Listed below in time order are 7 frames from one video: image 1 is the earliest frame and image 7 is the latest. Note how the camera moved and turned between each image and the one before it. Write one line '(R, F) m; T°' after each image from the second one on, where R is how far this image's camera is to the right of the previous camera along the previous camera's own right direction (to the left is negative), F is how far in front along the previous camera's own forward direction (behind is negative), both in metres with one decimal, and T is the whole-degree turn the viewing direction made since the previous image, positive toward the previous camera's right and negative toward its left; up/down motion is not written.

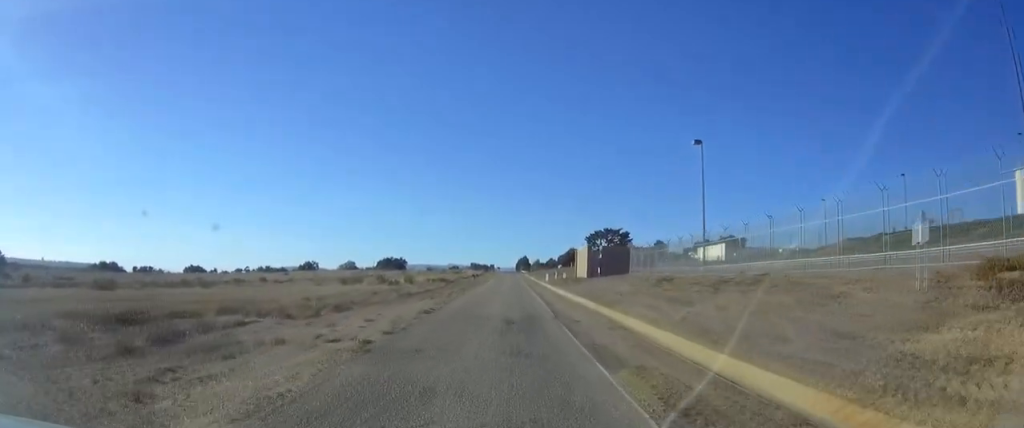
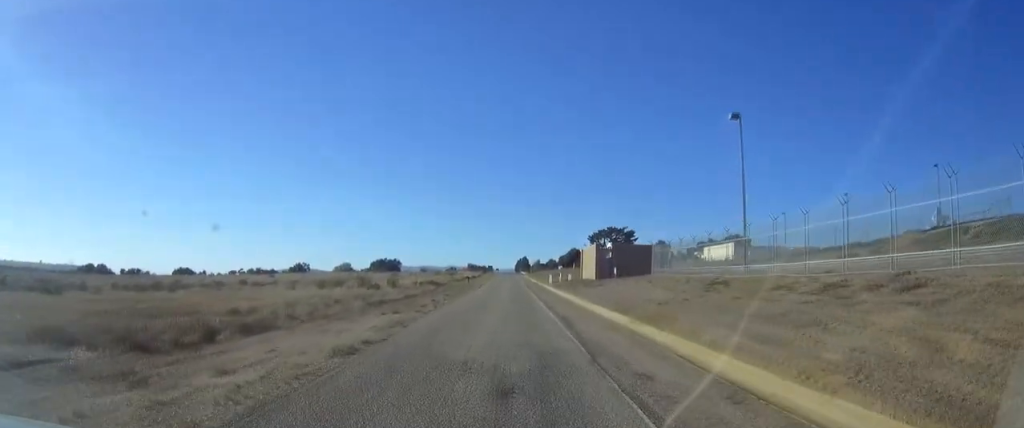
(0.0, +10.0) m; 0°
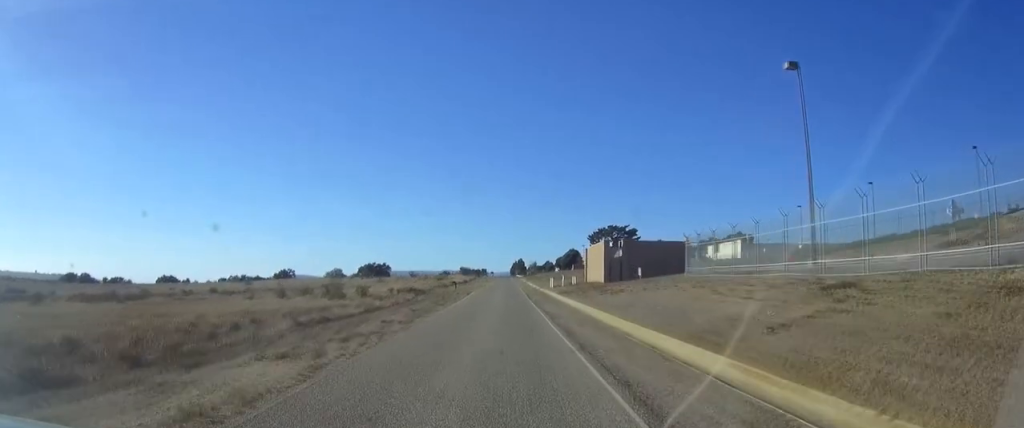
(0.0, +11.5) m; 0°
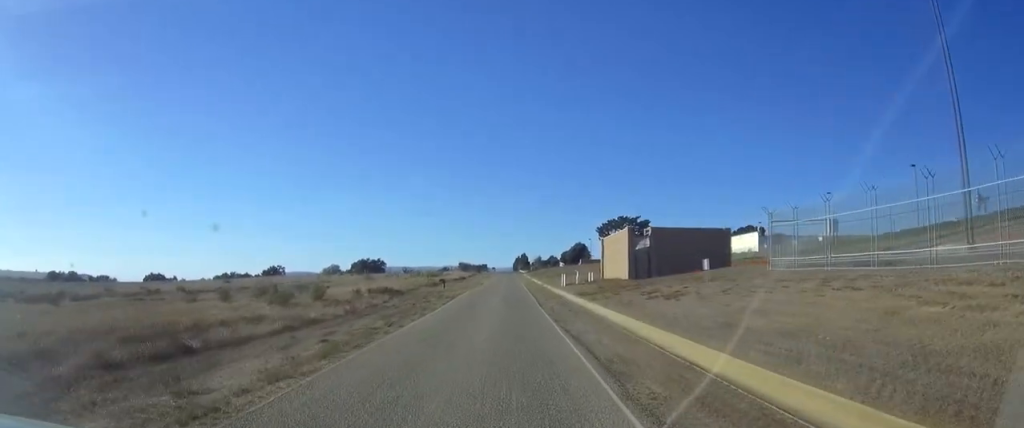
(0.0, +13.1) m; 0°
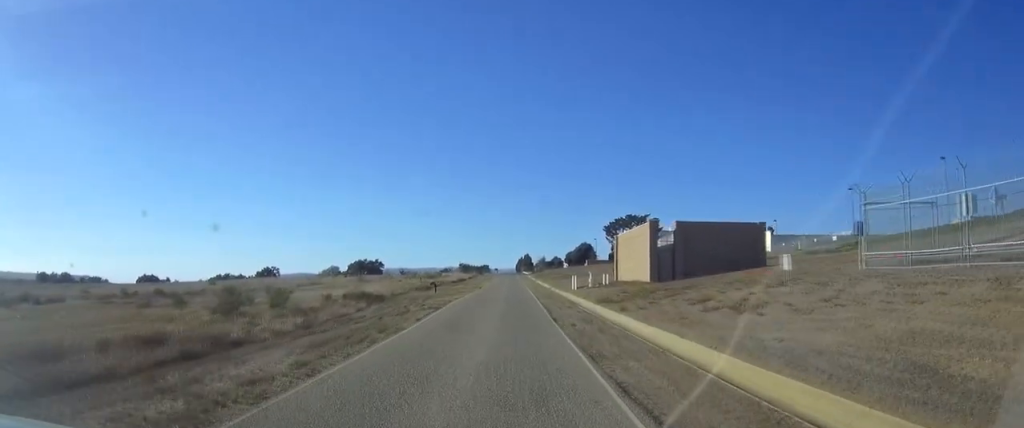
(0.0, +7.7) m; +1°
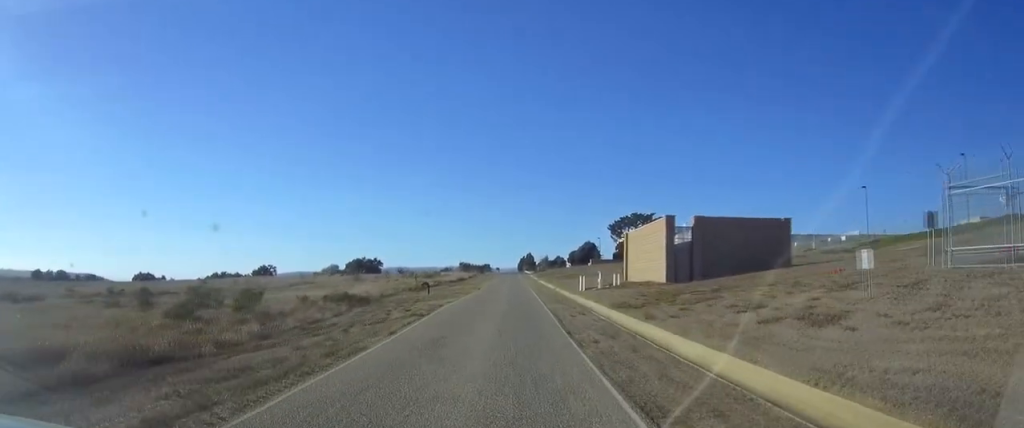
(0.0, +4.5) m; 0°
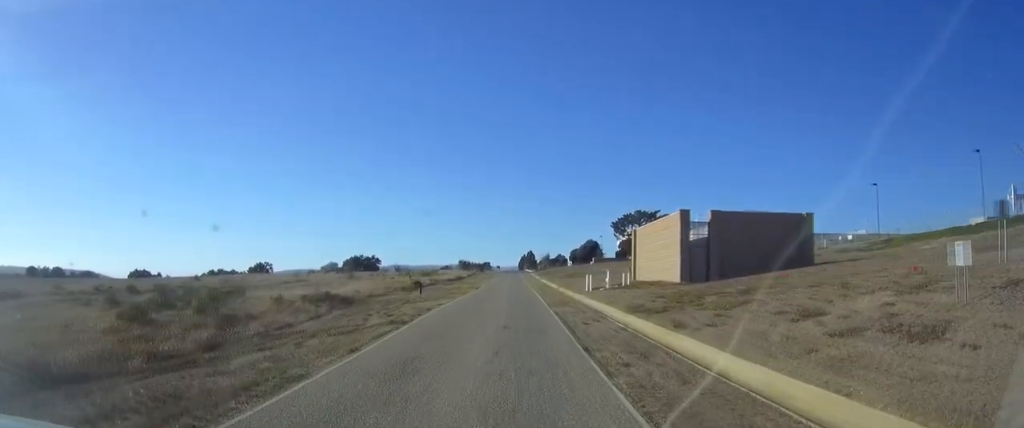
(0.0, +3.7) m; 0°
